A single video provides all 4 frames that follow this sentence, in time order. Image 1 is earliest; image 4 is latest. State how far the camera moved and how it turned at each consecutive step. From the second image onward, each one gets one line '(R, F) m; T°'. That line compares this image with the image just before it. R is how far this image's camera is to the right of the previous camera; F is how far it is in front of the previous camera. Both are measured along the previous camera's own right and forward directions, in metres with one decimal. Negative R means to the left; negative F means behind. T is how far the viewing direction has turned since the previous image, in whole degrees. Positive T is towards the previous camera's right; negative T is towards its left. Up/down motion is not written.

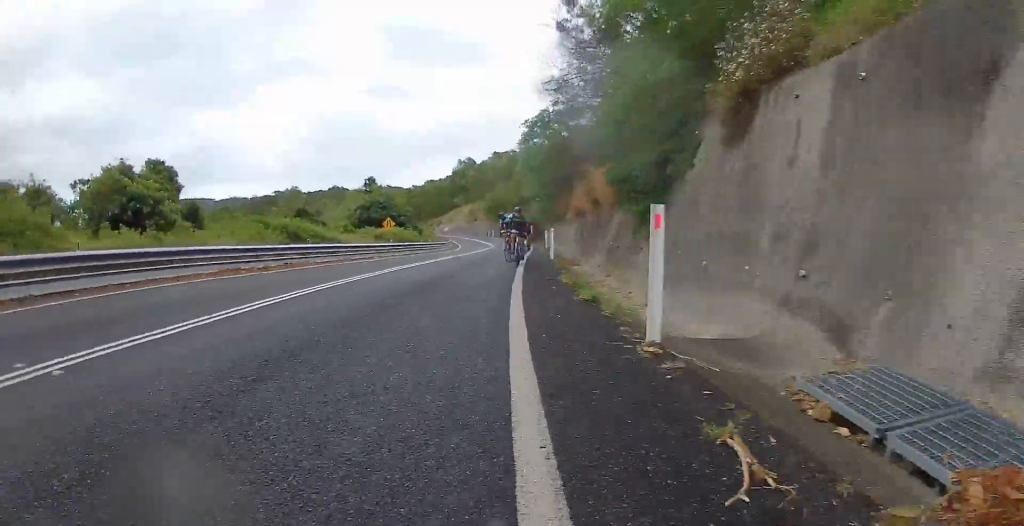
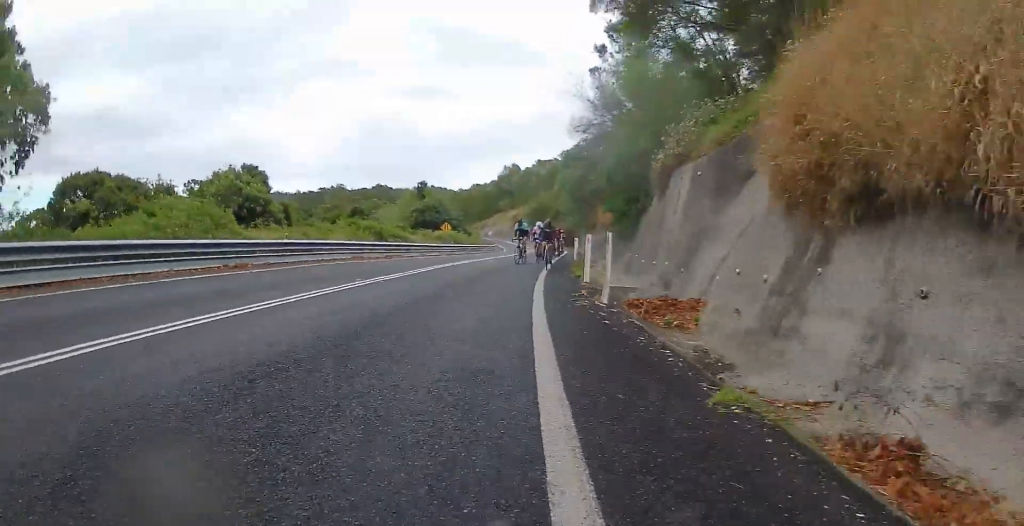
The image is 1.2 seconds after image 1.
(-0.5, +8.6) m; -4°
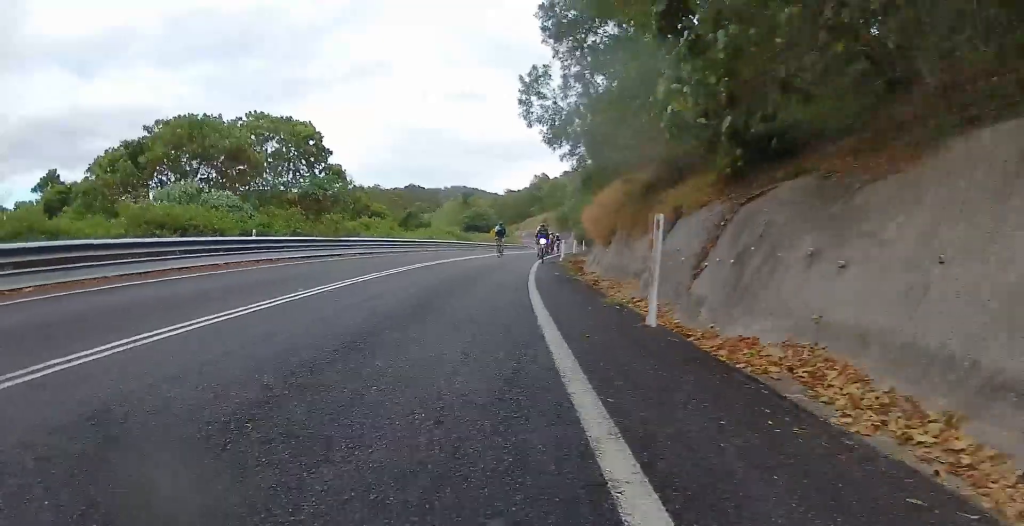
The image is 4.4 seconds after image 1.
(-0.5, +22.4) m; -1°
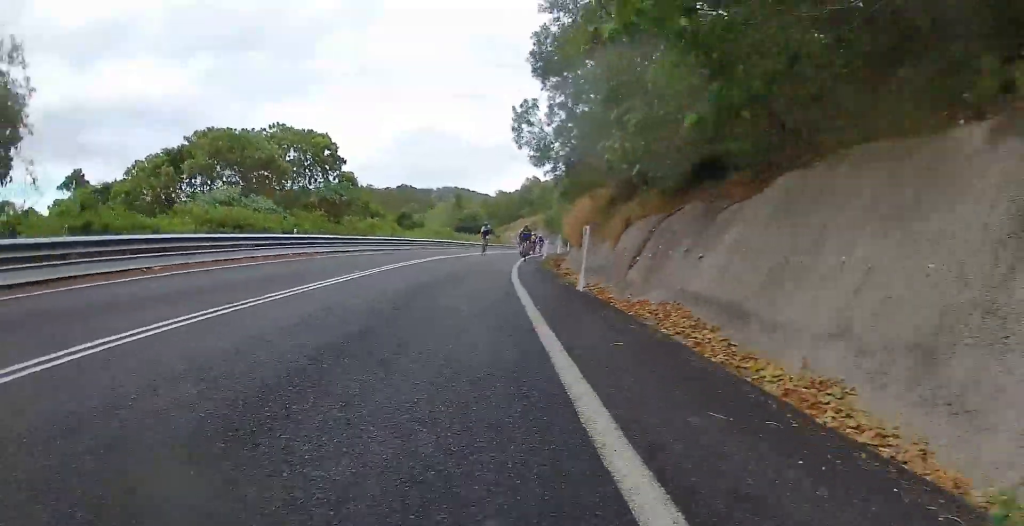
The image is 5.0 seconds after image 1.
(+0.1, +4.4) m; 0°
